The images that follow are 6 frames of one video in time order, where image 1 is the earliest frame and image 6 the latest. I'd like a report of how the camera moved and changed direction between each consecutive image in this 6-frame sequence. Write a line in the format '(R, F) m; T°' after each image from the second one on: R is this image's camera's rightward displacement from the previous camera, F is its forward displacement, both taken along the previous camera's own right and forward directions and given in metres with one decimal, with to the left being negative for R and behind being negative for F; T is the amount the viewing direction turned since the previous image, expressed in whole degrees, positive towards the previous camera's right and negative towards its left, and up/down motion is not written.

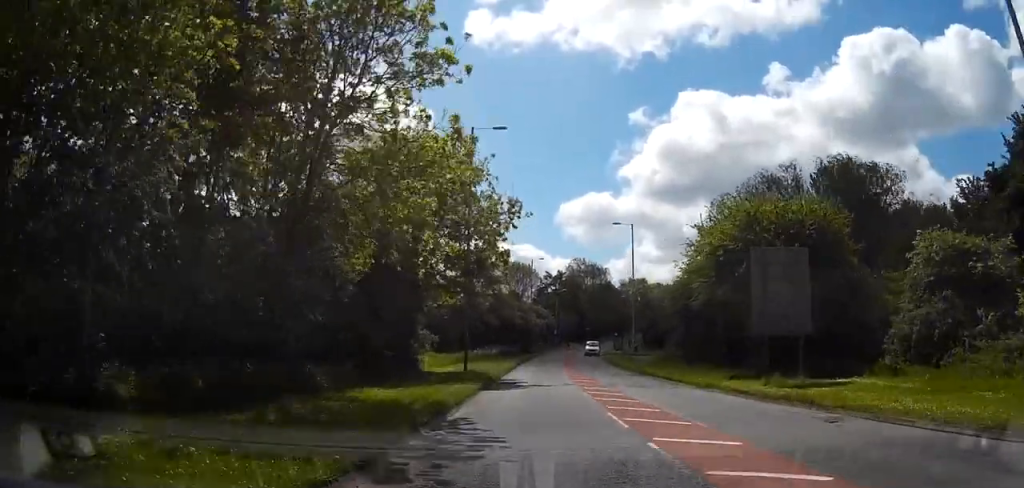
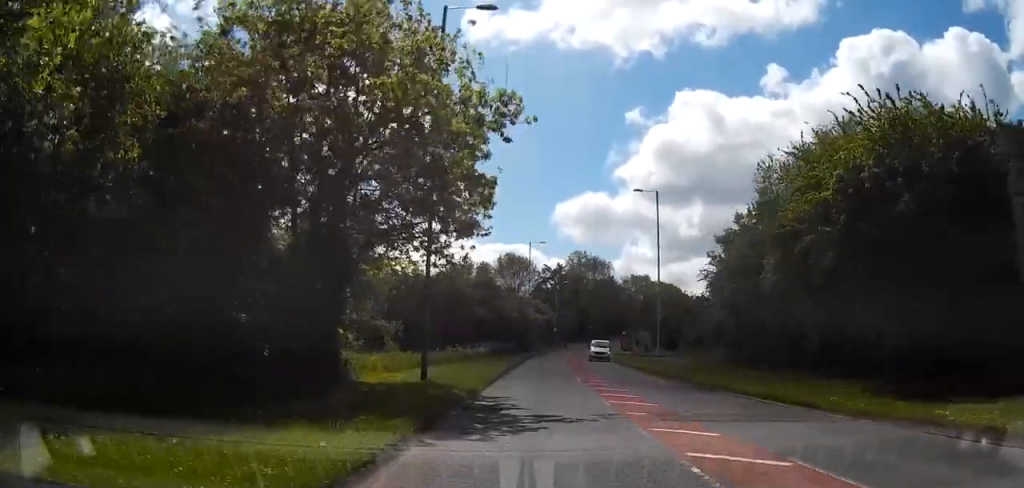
(+0.1, +13.8) m; 0°
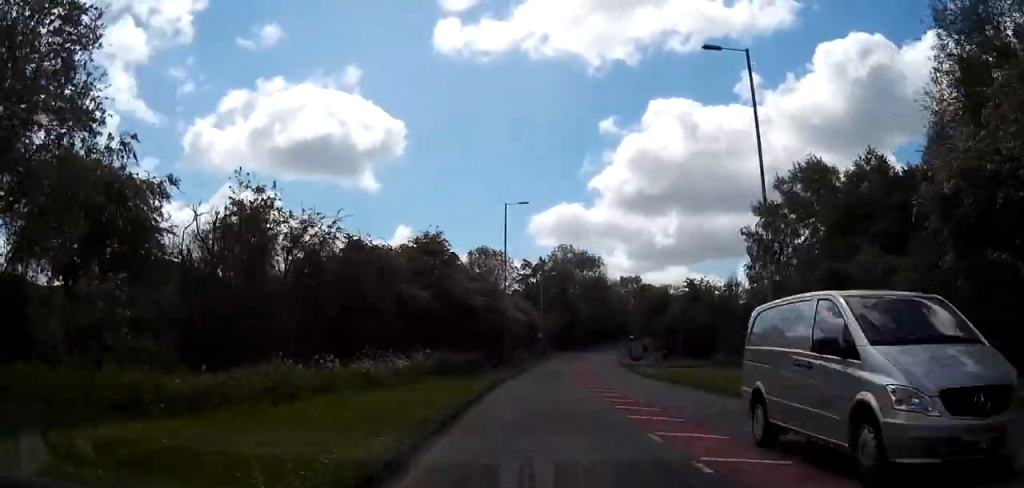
(+0.2, +27.2) m; +2°
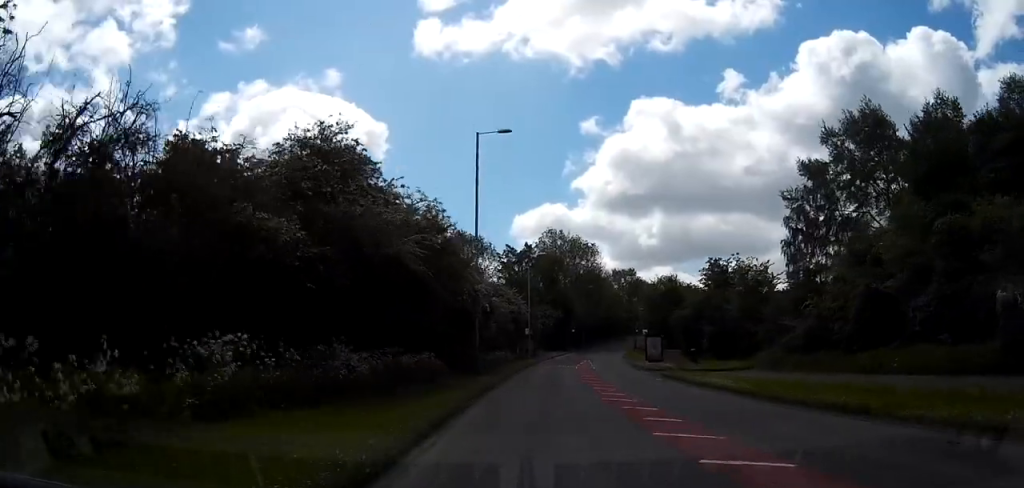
(+0.3, +18.5) m; +2°
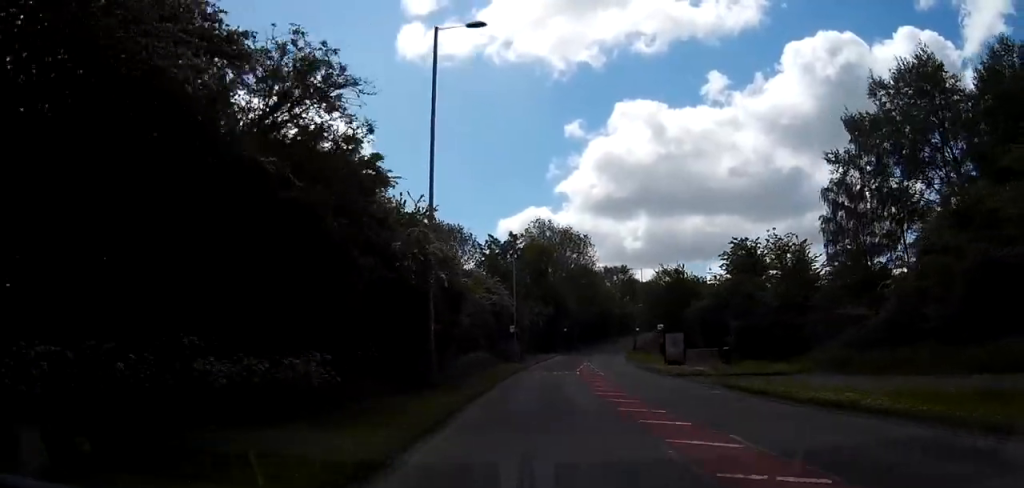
(+0.1, +13.4) m; +1°
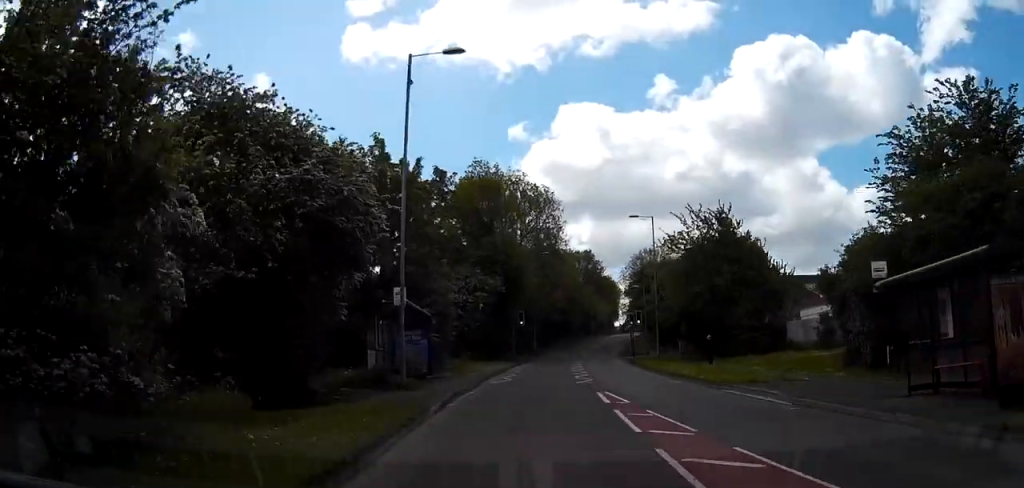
(+1.5, +38.4) m; +4°
